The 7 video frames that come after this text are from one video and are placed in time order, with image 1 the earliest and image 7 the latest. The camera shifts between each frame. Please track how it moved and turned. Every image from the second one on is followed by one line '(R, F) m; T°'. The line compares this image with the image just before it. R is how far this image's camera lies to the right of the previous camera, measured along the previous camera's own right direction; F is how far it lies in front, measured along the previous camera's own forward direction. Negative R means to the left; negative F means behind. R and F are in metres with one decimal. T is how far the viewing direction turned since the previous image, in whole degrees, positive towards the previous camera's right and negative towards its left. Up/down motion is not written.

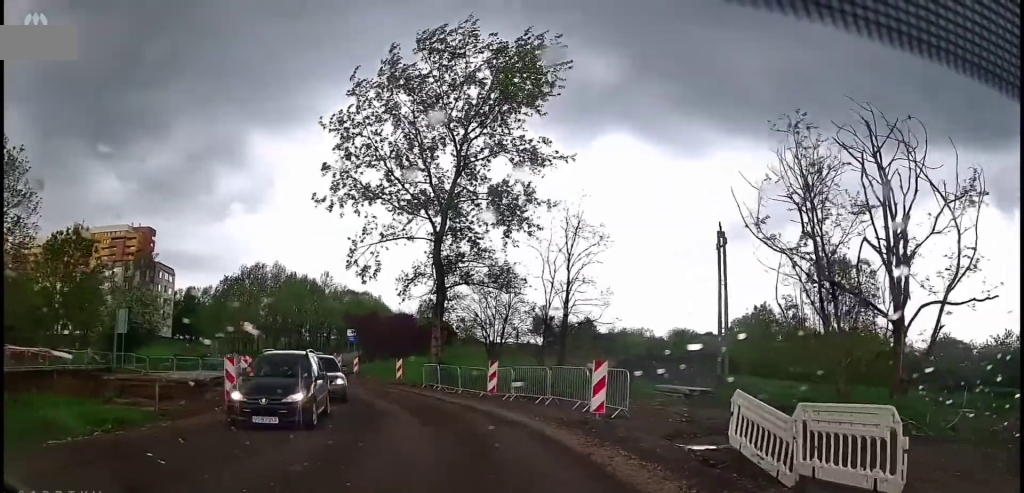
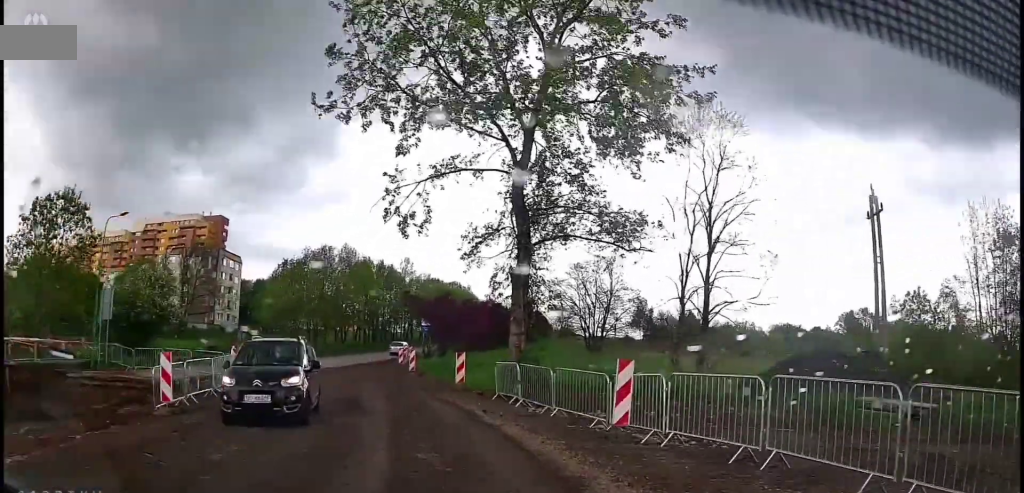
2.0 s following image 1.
(-1.6, +11.0) m; -8°
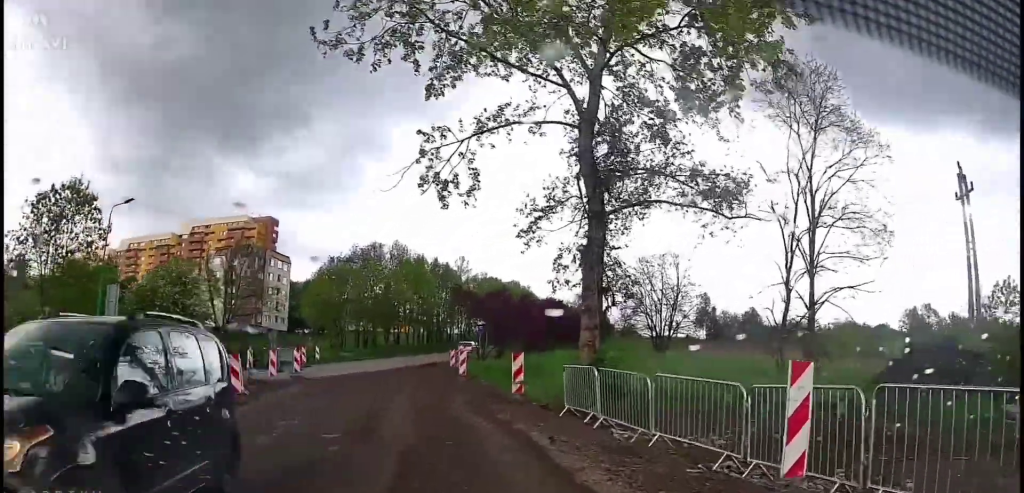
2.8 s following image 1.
(-0.1, +4.3) m; -6°
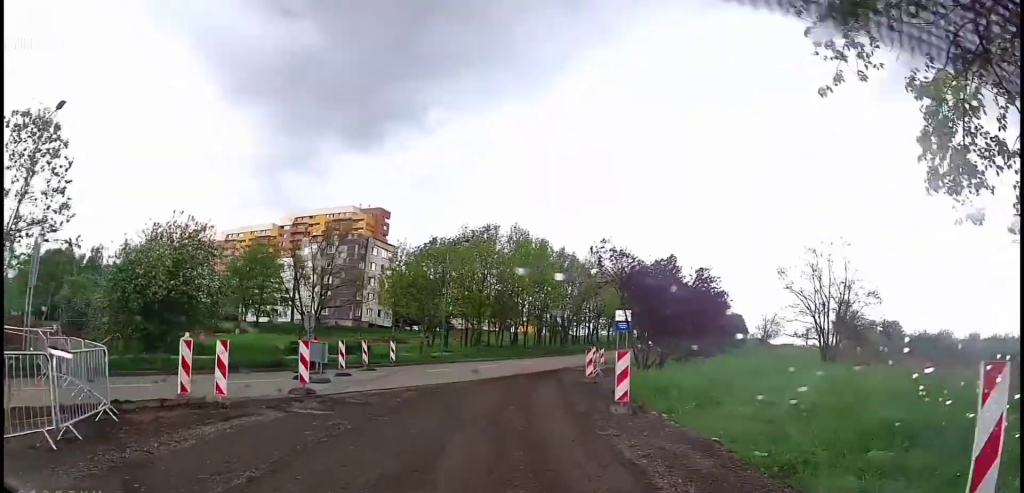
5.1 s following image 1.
(-1.5, +12.6) m; -10°
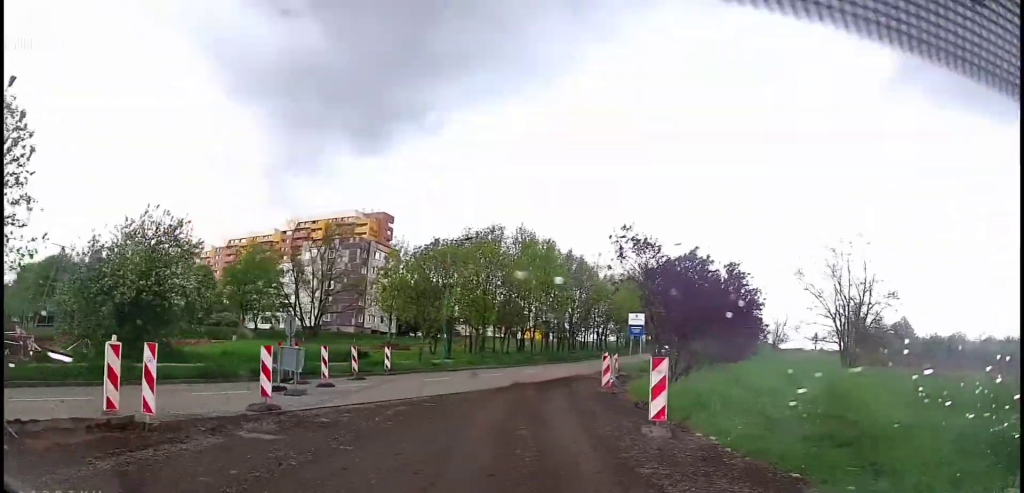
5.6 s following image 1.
(-0.2, +2.6) m; 0°
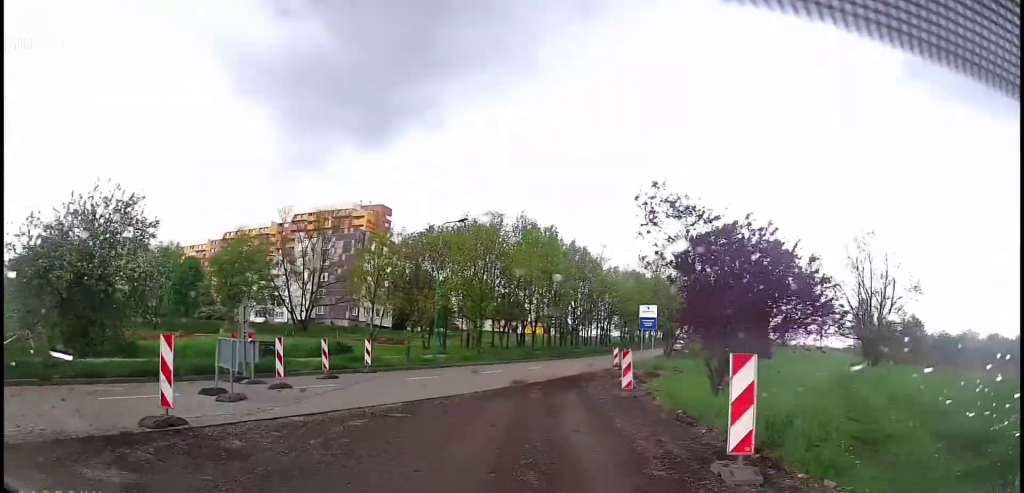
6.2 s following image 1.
(+0.1, +3.7) m; +2°
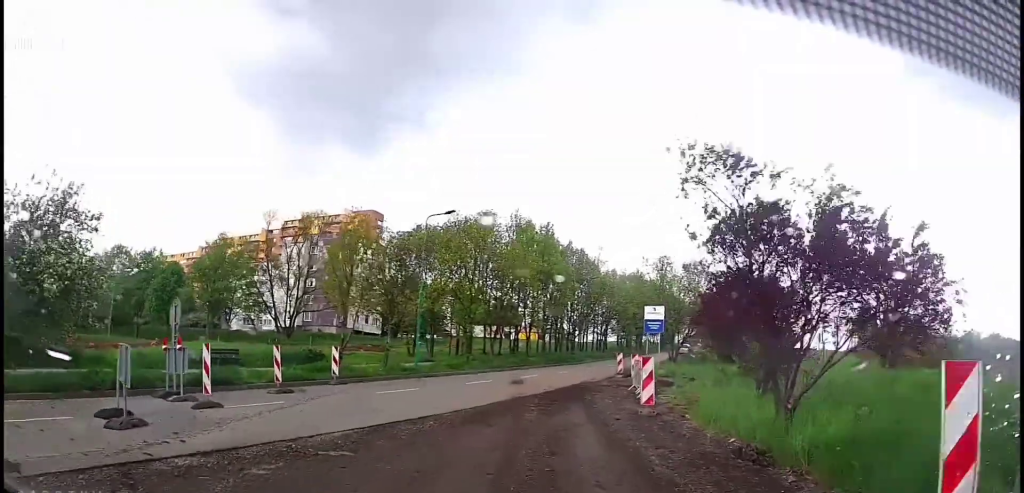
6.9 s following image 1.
(+0.1, +3.8) m; +2°
